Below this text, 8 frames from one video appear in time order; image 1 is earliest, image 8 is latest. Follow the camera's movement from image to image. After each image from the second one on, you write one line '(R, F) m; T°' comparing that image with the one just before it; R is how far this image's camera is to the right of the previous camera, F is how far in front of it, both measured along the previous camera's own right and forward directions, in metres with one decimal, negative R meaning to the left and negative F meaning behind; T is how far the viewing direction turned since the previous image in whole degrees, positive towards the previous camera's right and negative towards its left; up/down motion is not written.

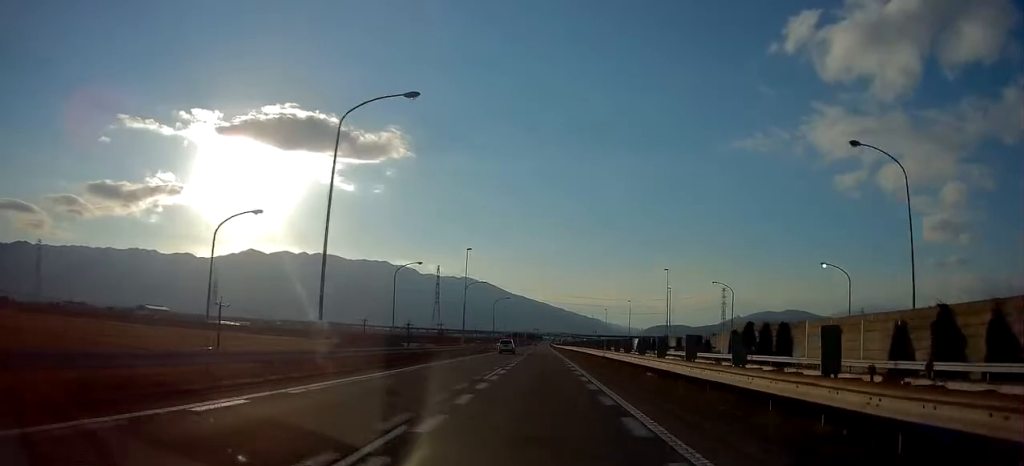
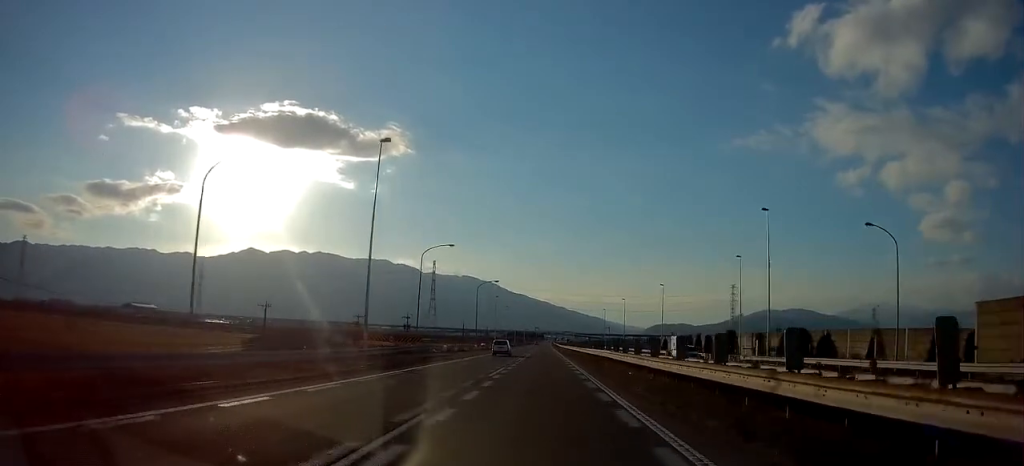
(-0.2, +38.9) m; 0°
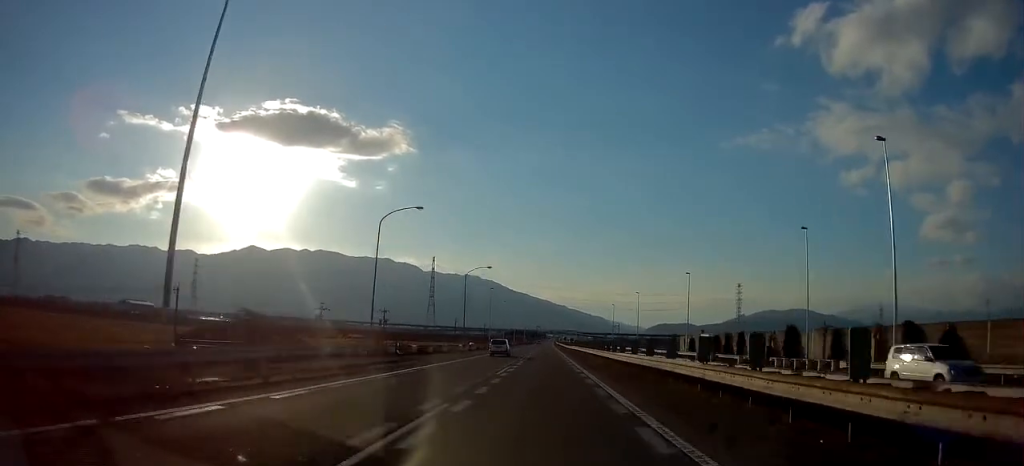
(0.0, +17.7) m; 0°
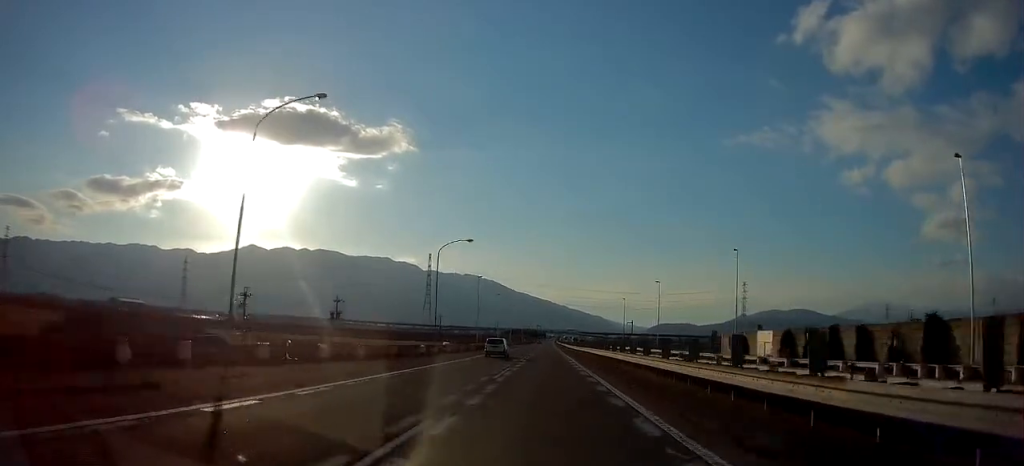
(-0.1, +23.1) m; 0°
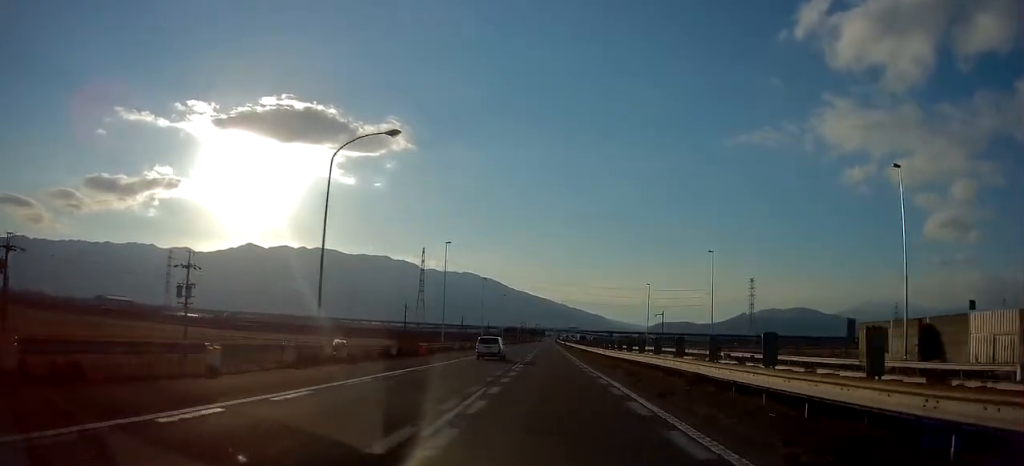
(+0.1, +33.2) m; 0°
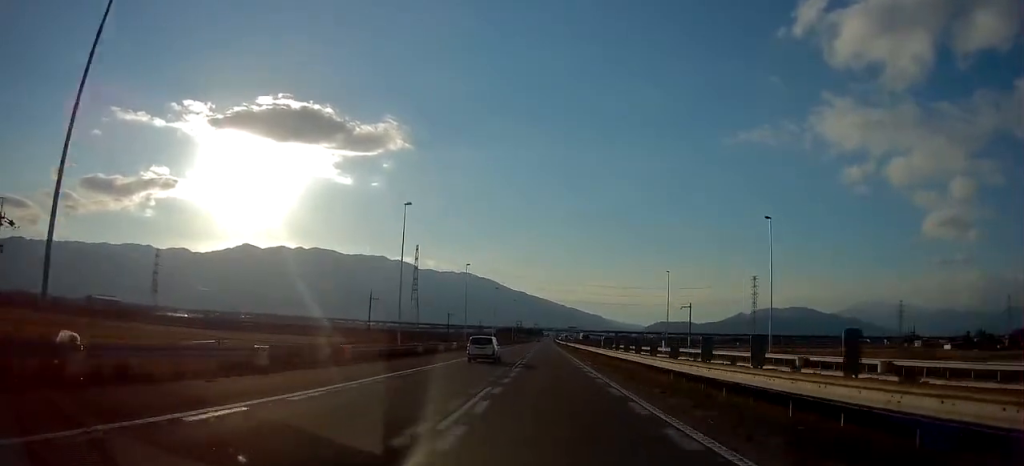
(0.0, +18.7) m; 0°
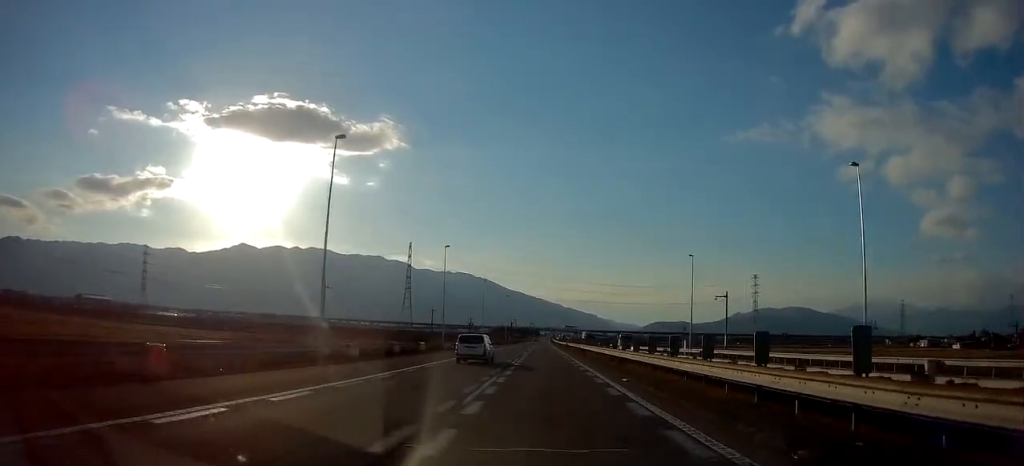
(0.0, +16.6) m; 0°
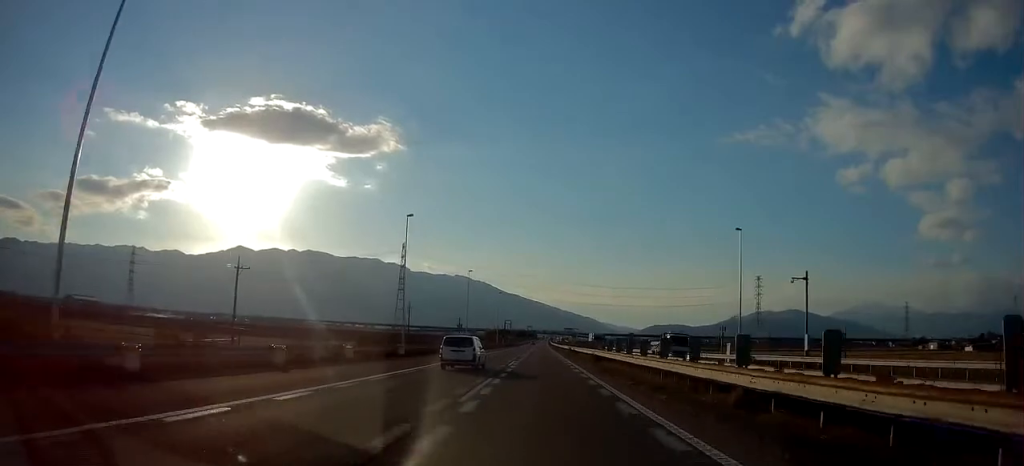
(+0.1, +19.3) m; 0°
